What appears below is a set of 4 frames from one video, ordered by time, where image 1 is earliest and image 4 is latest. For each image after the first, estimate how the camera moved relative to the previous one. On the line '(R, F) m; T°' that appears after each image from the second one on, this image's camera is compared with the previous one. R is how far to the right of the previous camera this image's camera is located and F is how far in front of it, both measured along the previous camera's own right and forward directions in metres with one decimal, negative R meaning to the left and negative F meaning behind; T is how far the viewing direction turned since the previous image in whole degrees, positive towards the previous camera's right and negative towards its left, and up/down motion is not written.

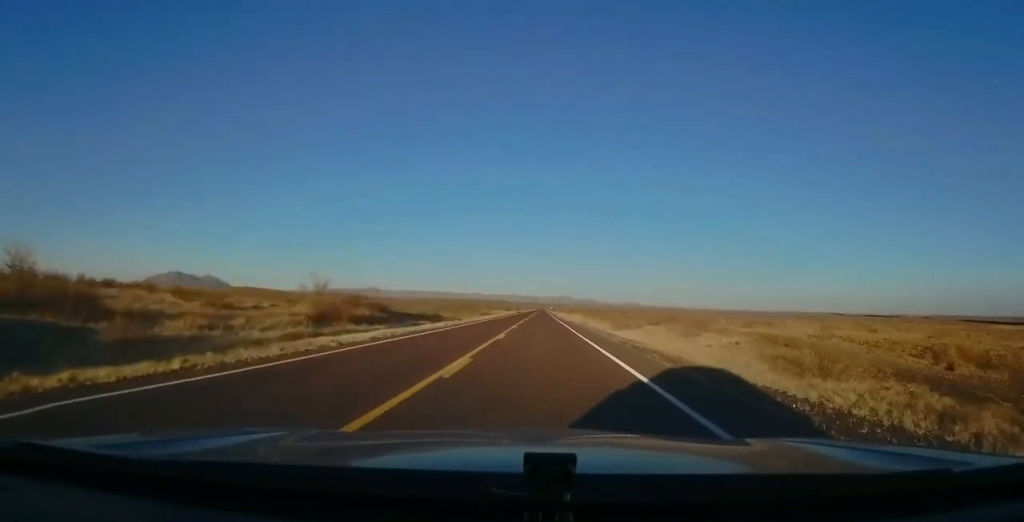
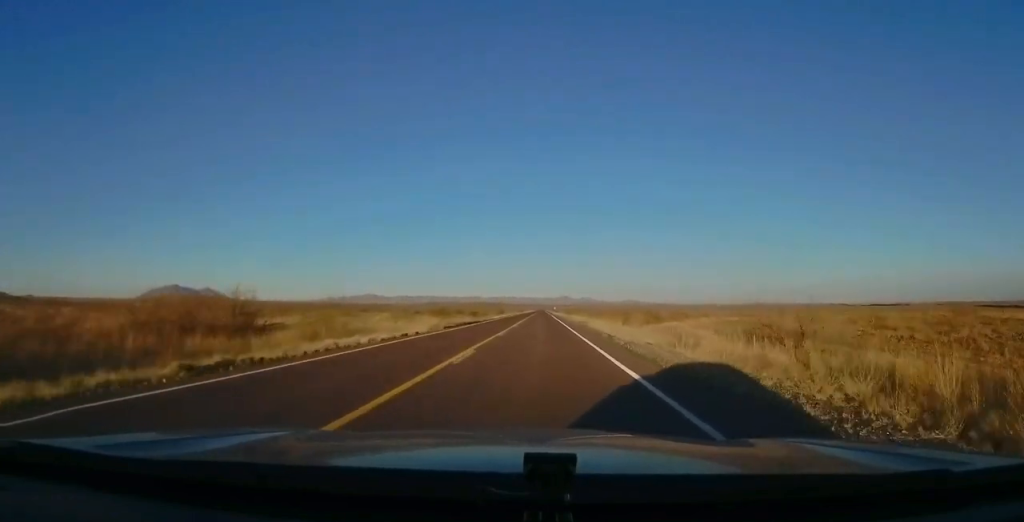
(+1.5, +93.8) m; 0°
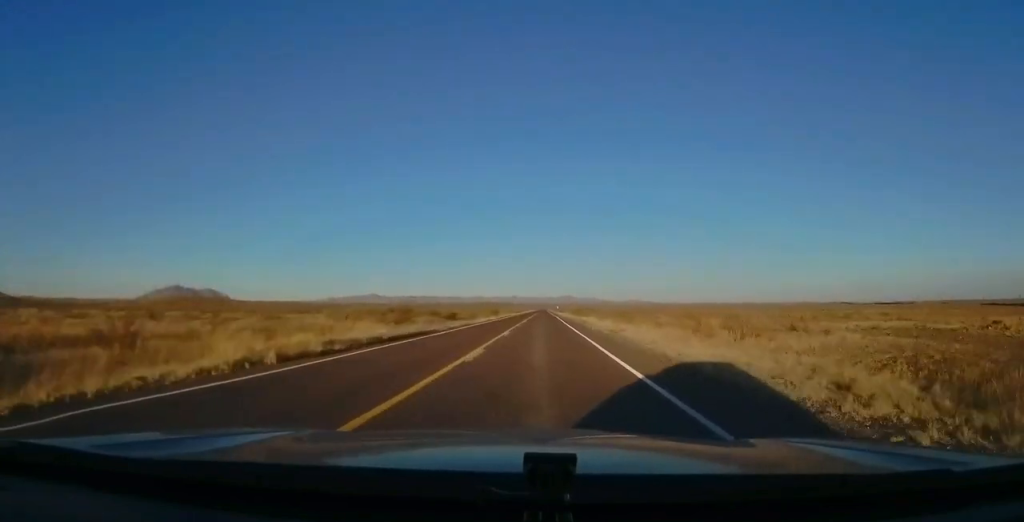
(0.0, +23.2) m; +1°
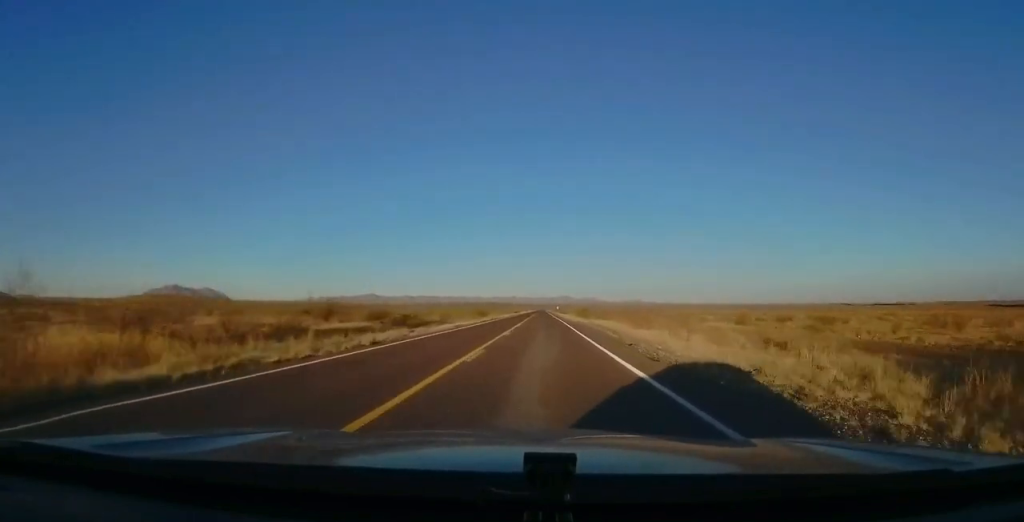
(+0.2, +24.1) m; 0°
